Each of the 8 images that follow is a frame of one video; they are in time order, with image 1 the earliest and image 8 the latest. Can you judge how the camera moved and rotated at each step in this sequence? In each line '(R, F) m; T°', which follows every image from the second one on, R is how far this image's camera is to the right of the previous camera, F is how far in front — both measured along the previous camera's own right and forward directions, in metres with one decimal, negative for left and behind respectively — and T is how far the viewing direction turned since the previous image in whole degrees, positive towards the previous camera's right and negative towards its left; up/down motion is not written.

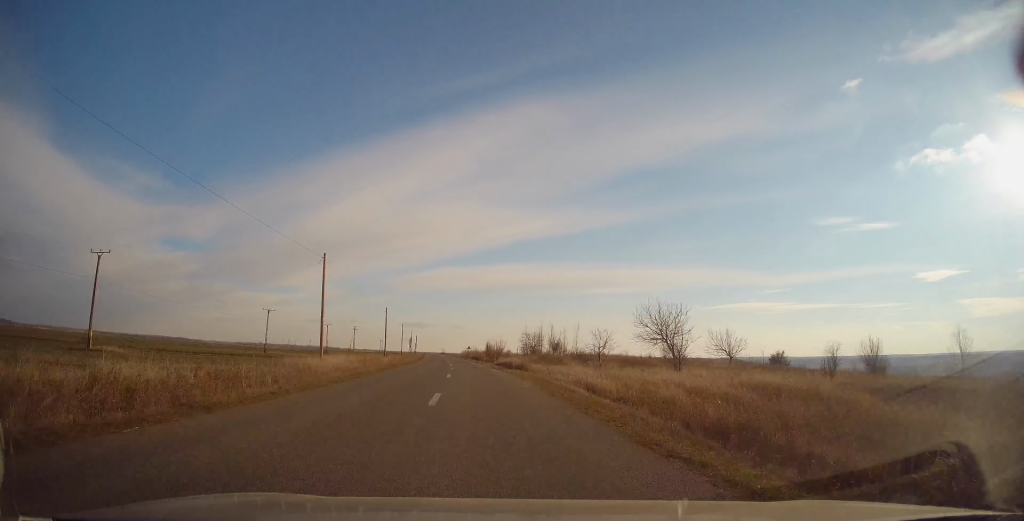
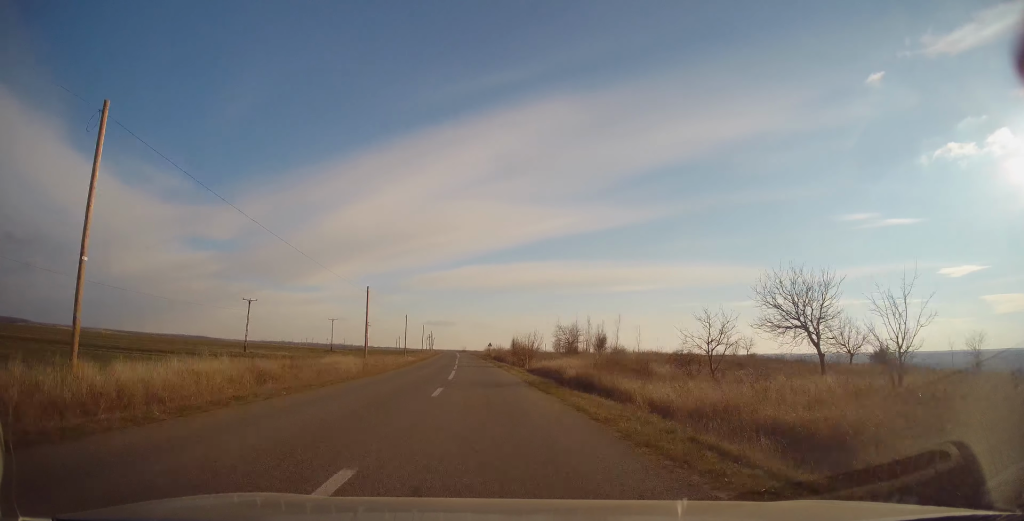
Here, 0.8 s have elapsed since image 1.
(-0.1, +21.2) m; -2°
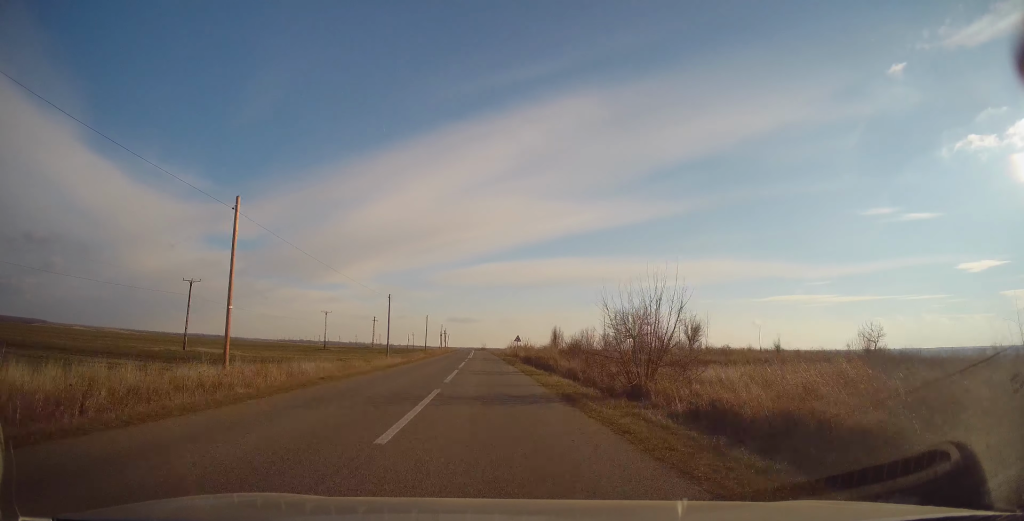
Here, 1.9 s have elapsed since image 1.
(-1.0, +27.3) m; -2°
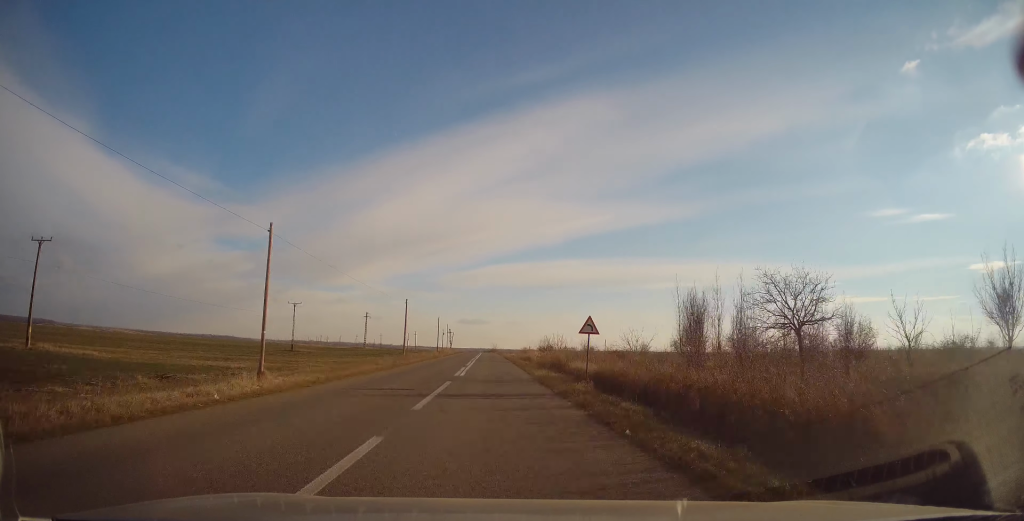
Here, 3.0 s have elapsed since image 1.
(-0.2, +30.5) m; -1°
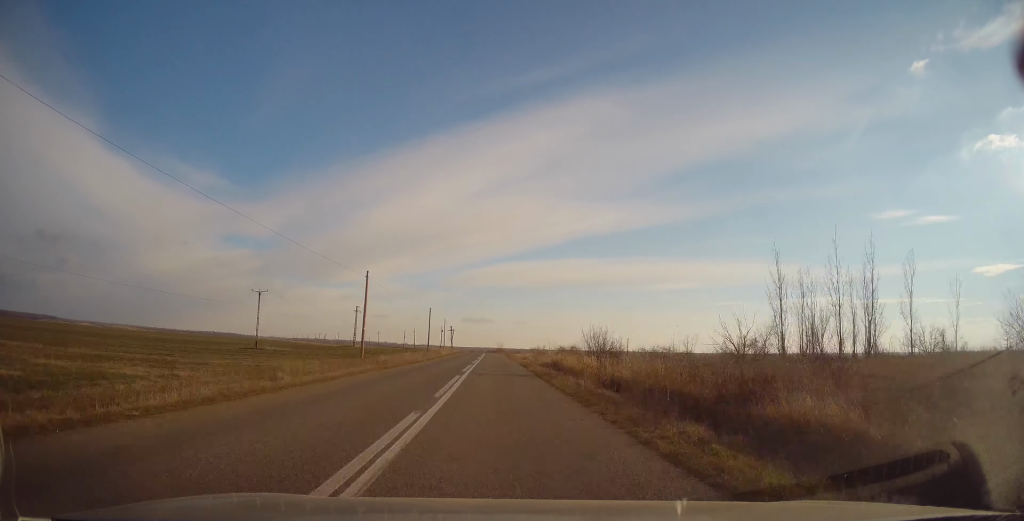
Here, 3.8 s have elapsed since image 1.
(-0.3, +21.2) m; -1°
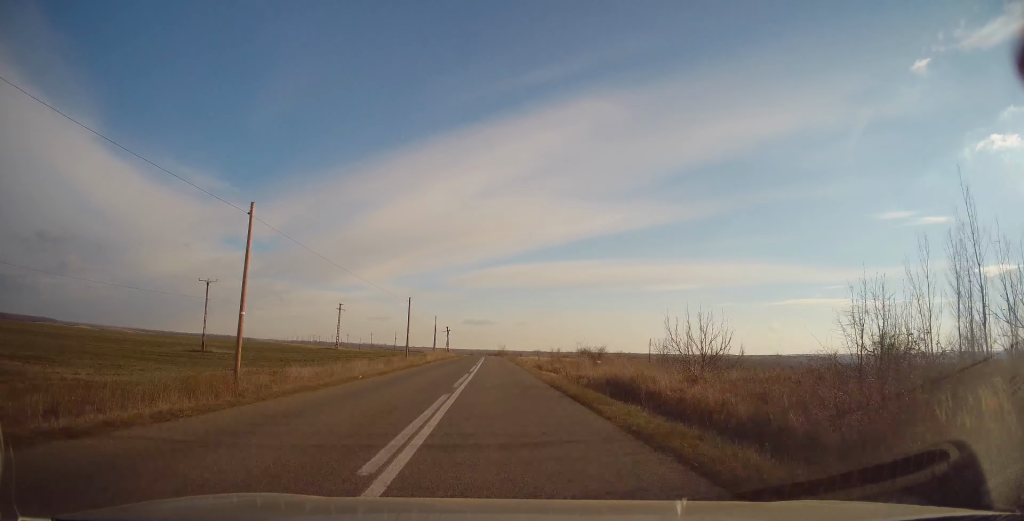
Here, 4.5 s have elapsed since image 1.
(-0.1, +18.8) m; 0°
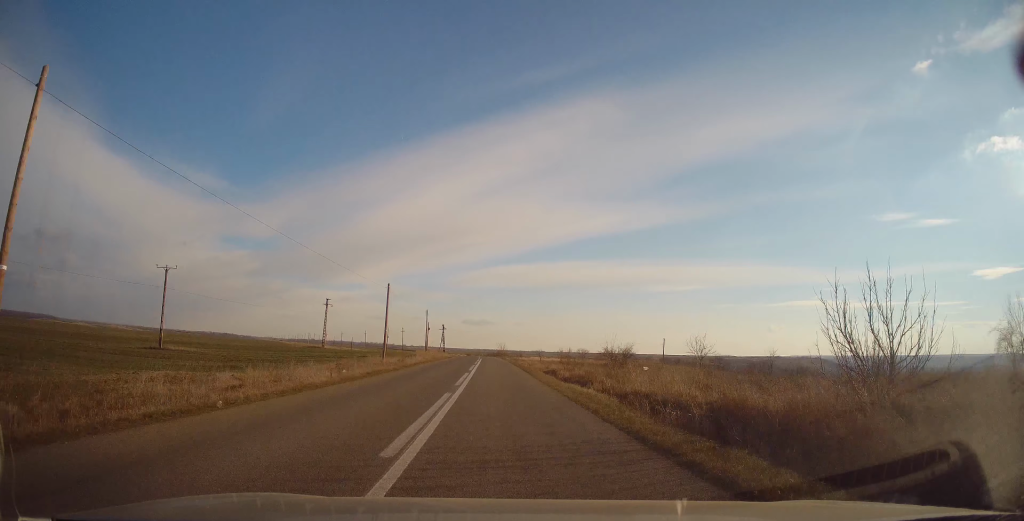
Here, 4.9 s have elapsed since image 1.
(+0.1, +11.1) m; 0°
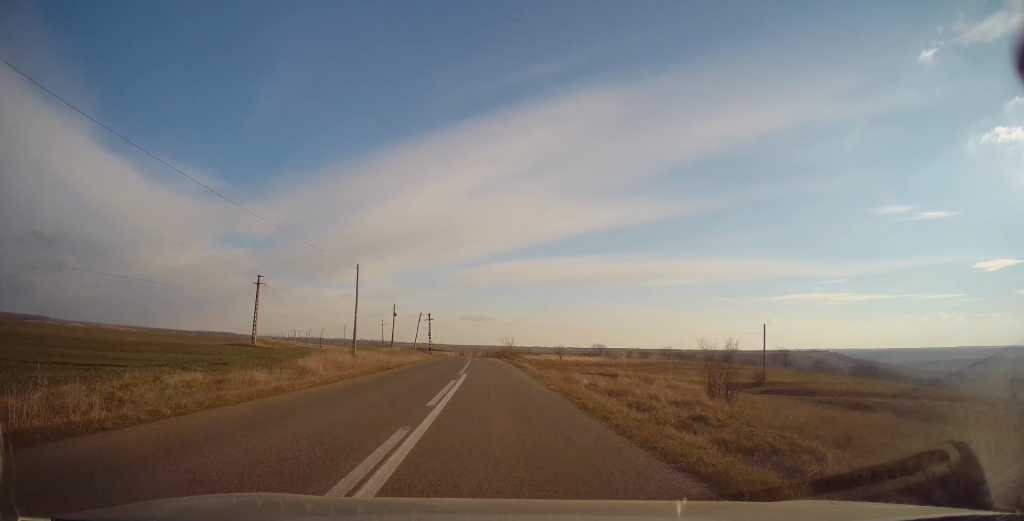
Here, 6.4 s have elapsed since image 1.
(-0.3, +41.0) m; -1°
